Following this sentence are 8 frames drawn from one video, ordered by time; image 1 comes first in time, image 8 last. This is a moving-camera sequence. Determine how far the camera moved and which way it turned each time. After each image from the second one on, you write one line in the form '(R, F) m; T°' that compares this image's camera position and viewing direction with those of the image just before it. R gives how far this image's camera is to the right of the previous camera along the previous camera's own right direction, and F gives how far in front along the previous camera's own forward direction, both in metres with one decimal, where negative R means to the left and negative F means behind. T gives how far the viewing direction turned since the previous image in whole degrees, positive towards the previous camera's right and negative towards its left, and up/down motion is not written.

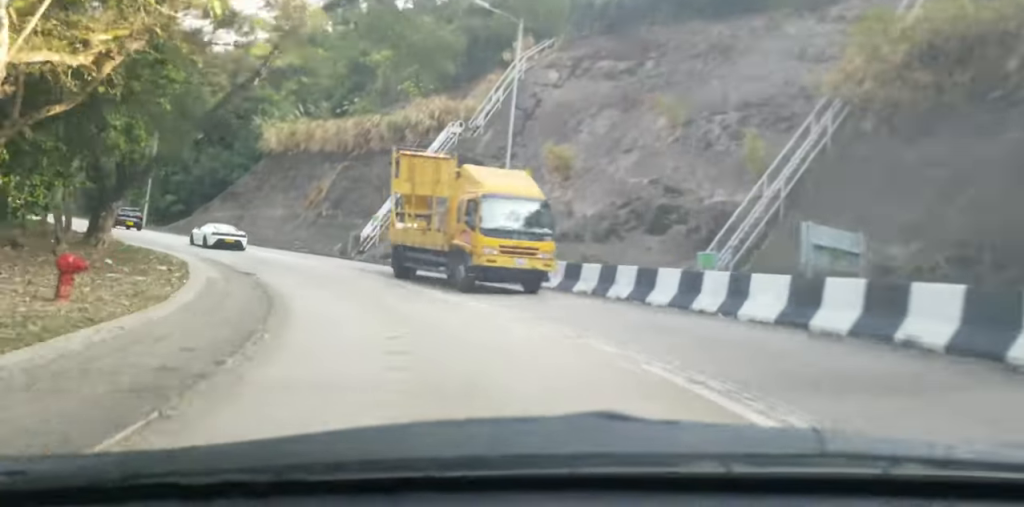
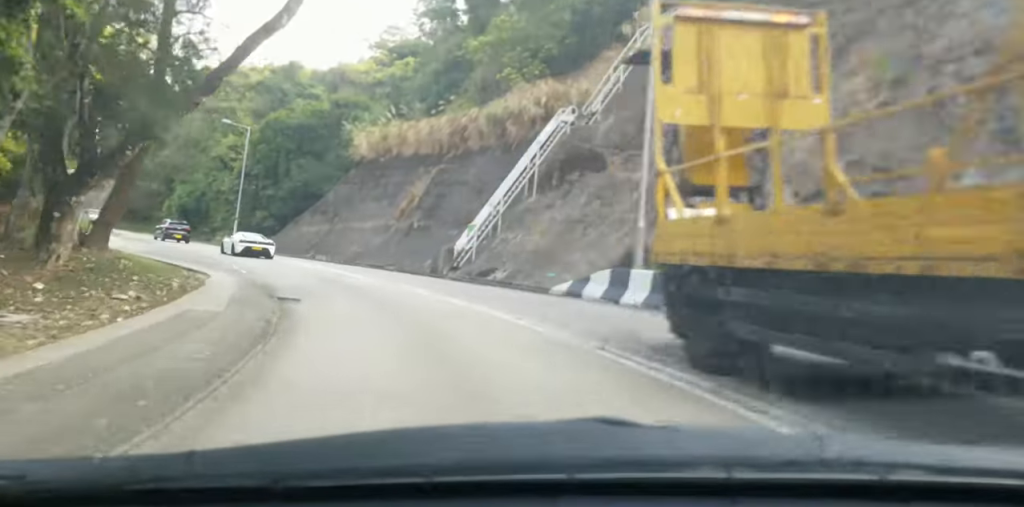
(-1.2, +9.3) m; -14°
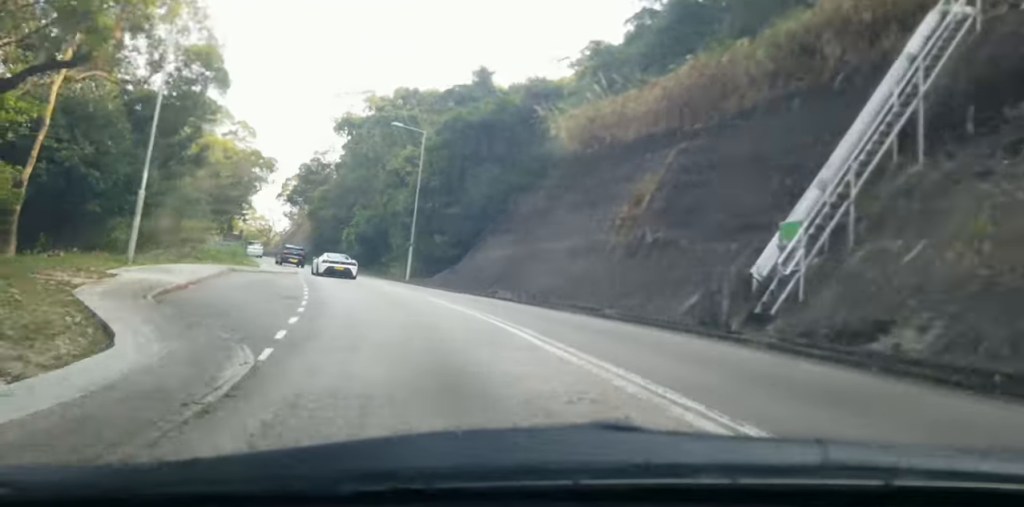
(-3.8, +18.2) m; -16°
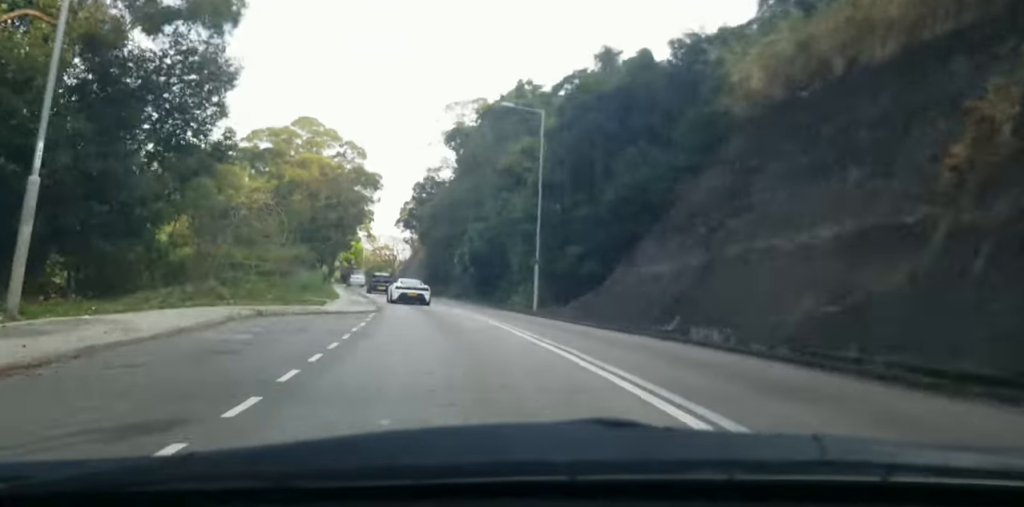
(-0.3, +13.9) m; -5°
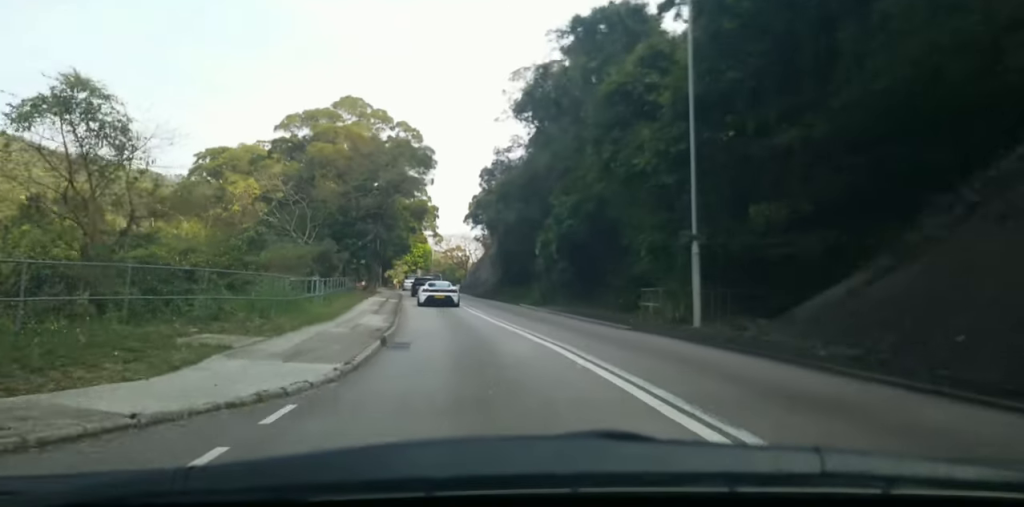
(-1.5, +18.1) m; -7°
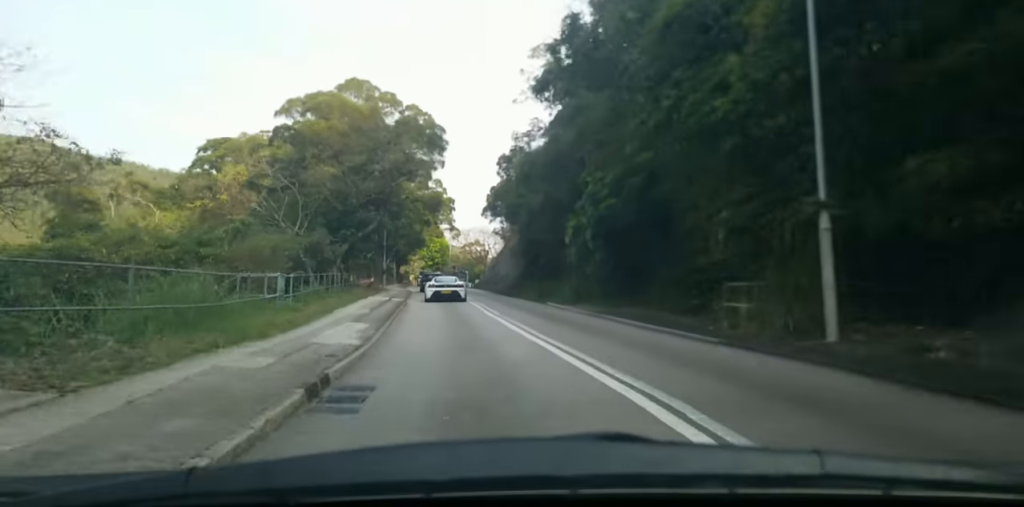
(-0.1, +6.7) m; -2°
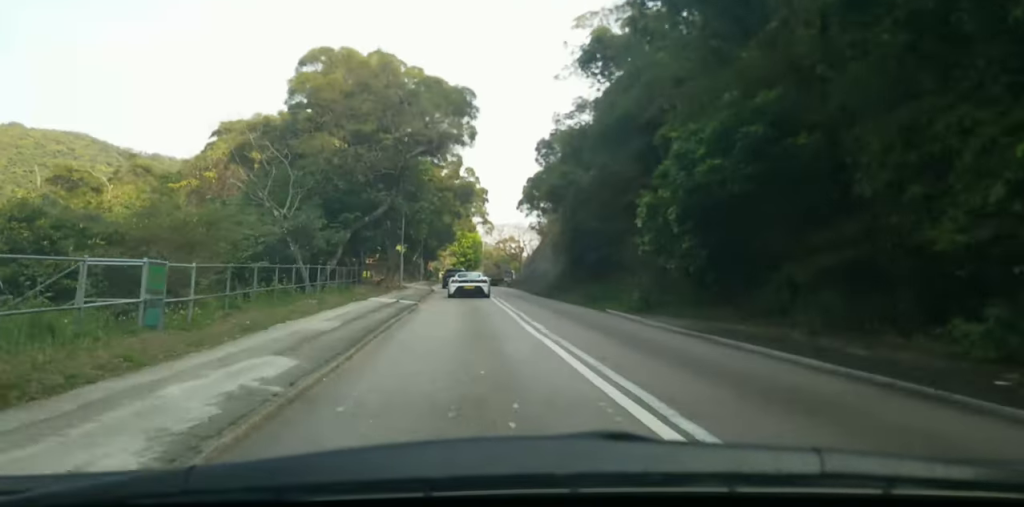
(+0.1, +9.2) m; -3°
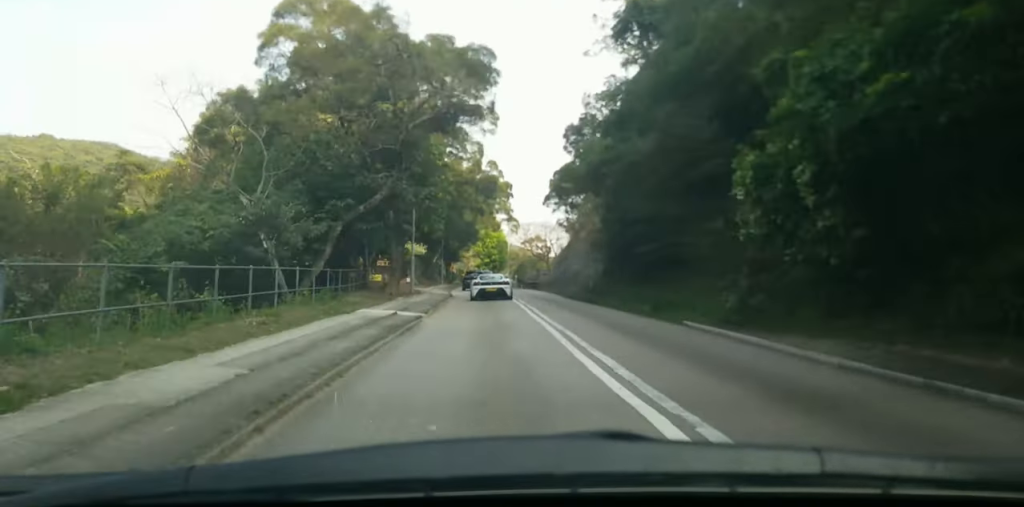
(-0.4, +7.0) m; -3°
